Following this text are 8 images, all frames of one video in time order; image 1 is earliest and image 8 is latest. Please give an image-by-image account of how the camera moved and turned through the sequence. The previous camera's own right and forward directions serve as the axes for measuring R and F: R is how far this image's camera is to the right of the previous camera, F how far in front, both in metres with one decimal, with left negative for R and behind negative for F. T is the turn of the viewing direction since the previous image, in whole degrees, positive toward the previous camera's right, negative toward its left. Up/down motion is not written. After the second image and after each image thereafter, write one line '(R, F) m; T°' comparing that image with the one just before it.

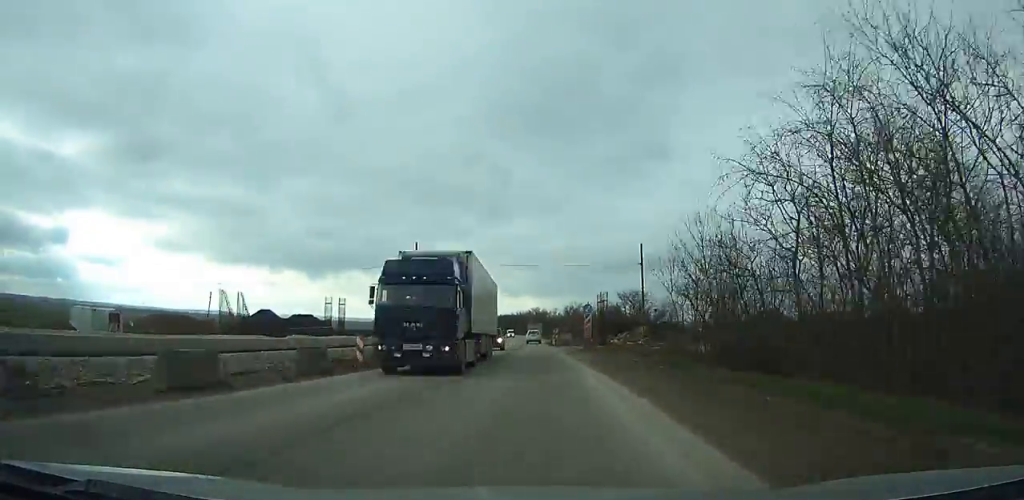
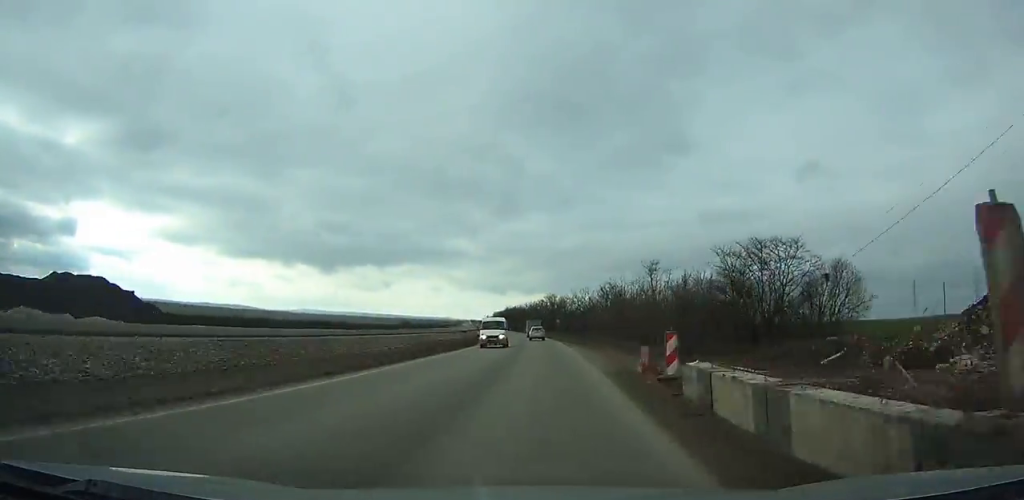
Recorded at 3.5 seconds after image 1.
(-1.8, +67.9) m; -3°
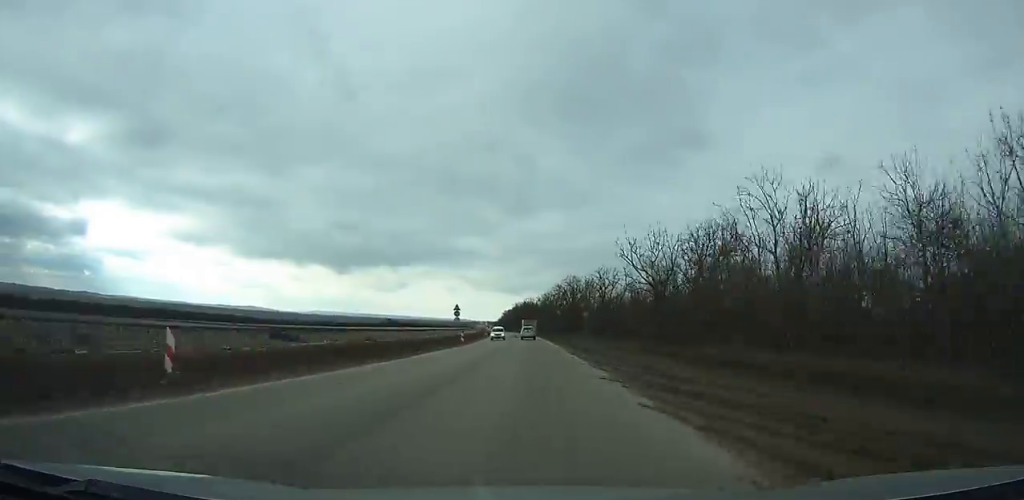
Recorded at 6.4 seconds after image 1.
(-0.7, +56.8) m; -2°
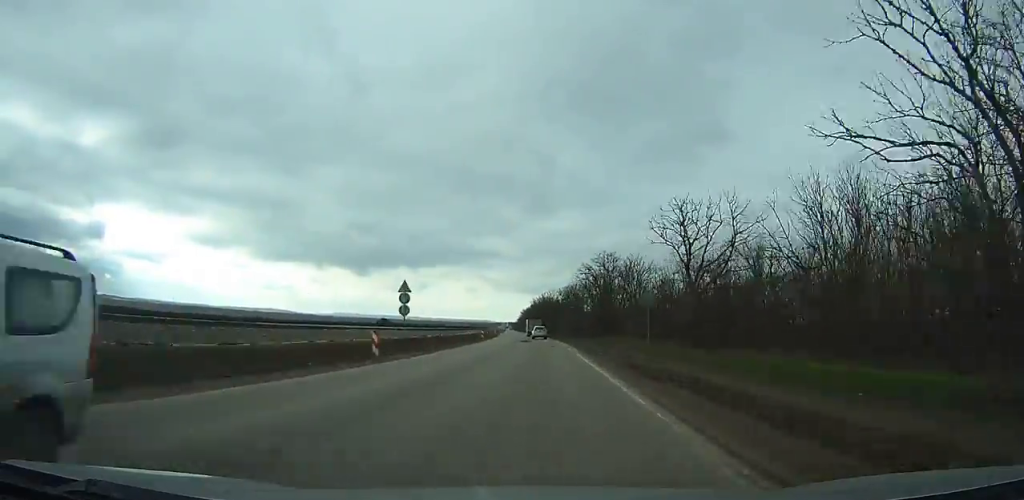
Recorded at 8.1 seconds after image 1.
(-0.5, +32.1) m; -2°
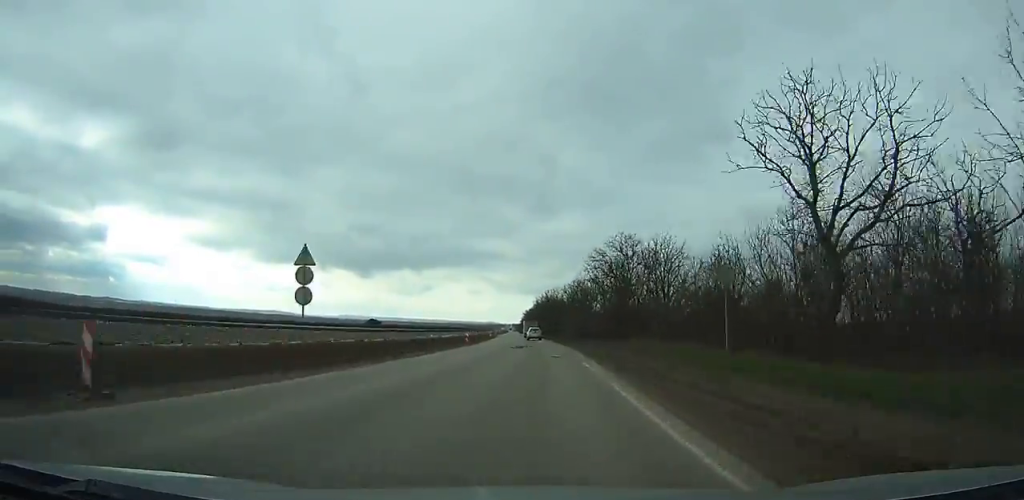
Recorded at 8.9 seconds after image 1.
(-0.1, +15.4) m; -1°
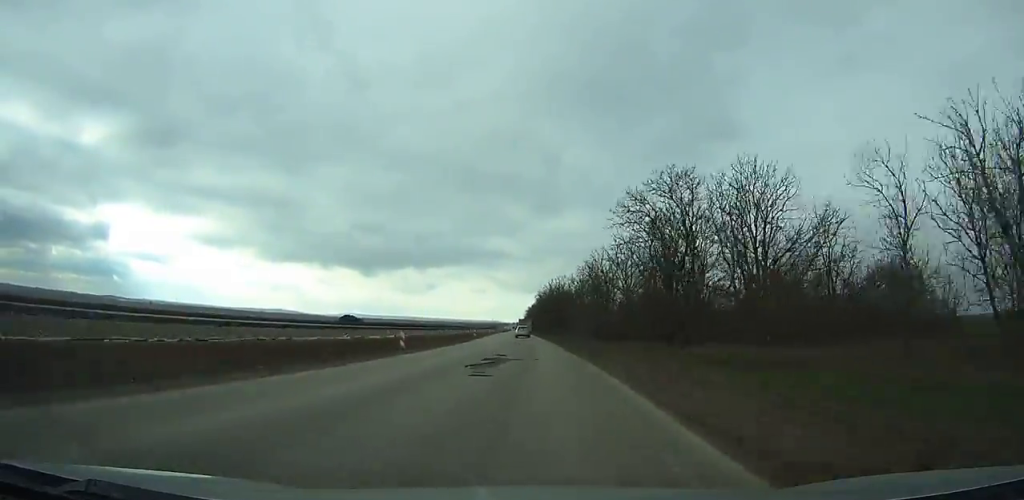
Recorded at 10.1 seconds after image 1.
(-0.3, +24.3) m; -1°
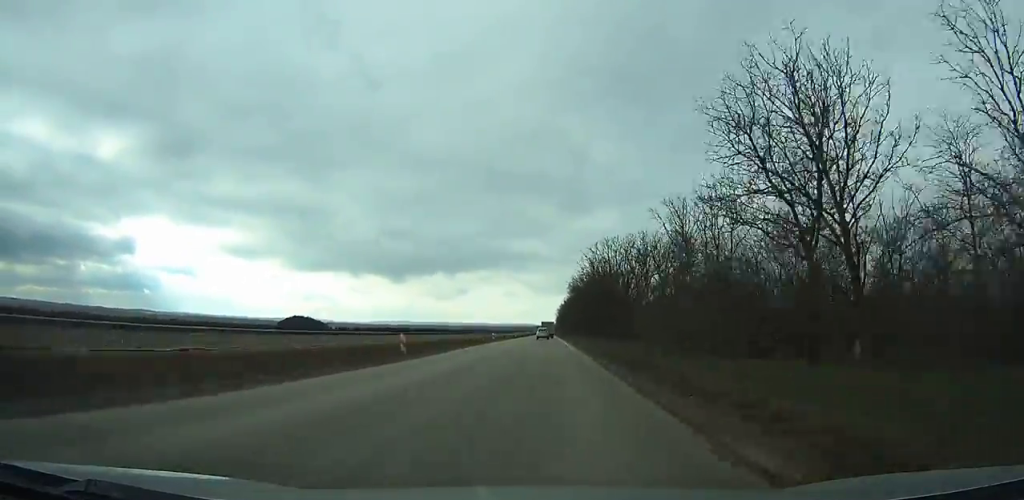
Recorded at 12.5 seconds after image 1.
(-0.8, +46.0) m; -2°
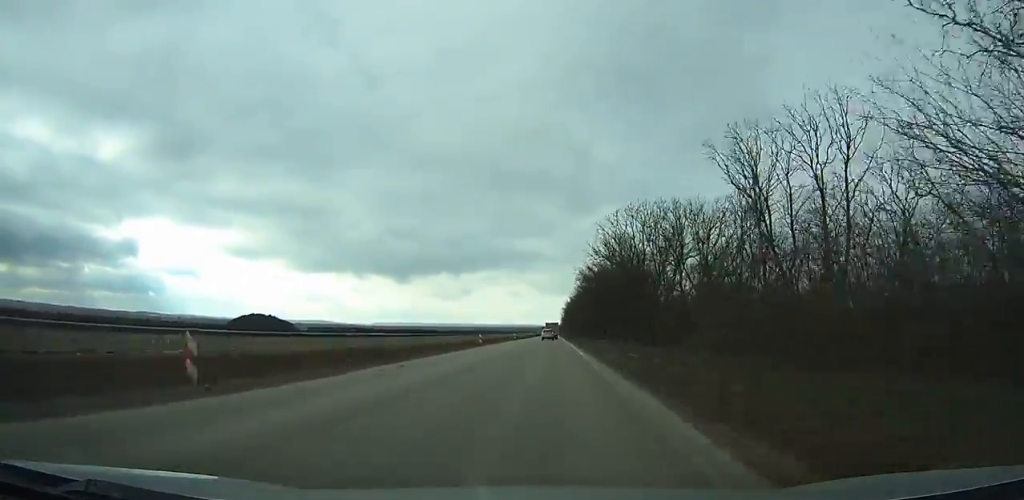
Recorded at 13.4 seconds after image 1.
(-0.1, +16.5) m; 0°
